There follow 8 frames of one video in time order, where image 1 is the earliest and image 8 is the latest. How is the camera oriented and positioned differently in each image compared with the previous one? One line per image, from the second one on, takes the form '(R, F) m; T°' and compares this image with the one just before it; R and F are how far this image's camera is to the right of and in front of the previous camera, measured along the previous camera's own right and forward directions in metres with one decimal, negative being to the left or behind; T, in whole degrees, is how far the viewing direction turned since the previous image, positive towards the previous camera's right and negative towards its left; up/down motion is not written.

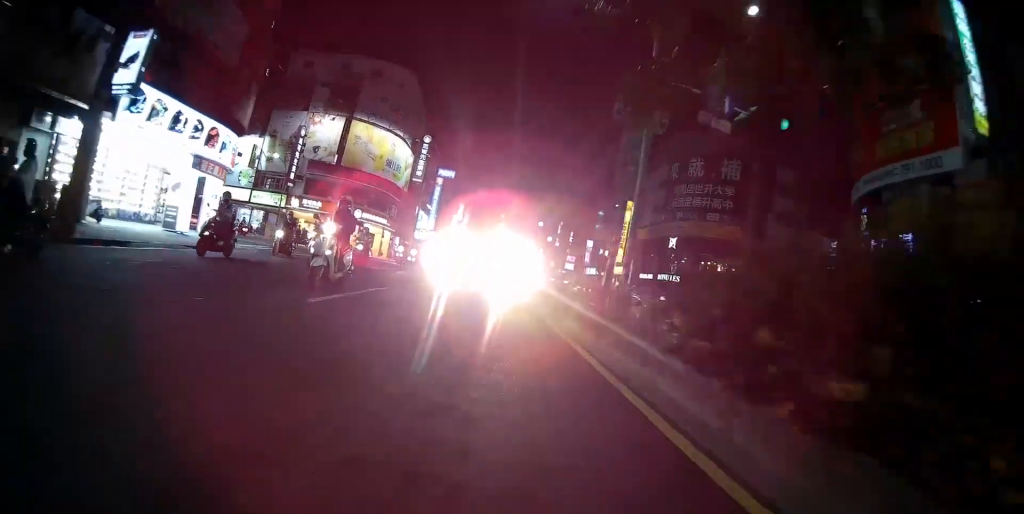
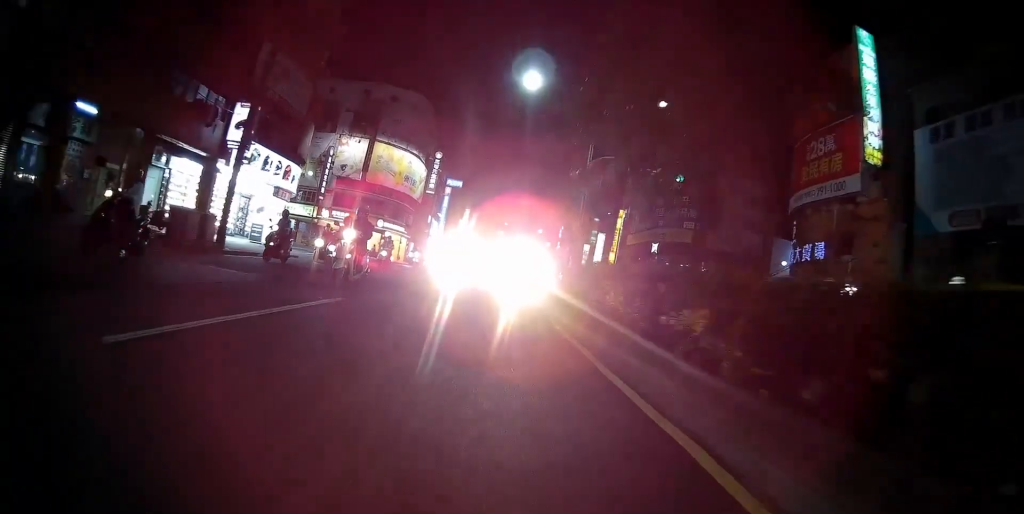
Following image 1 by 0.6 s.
(0.0, +7.9) m; -2°
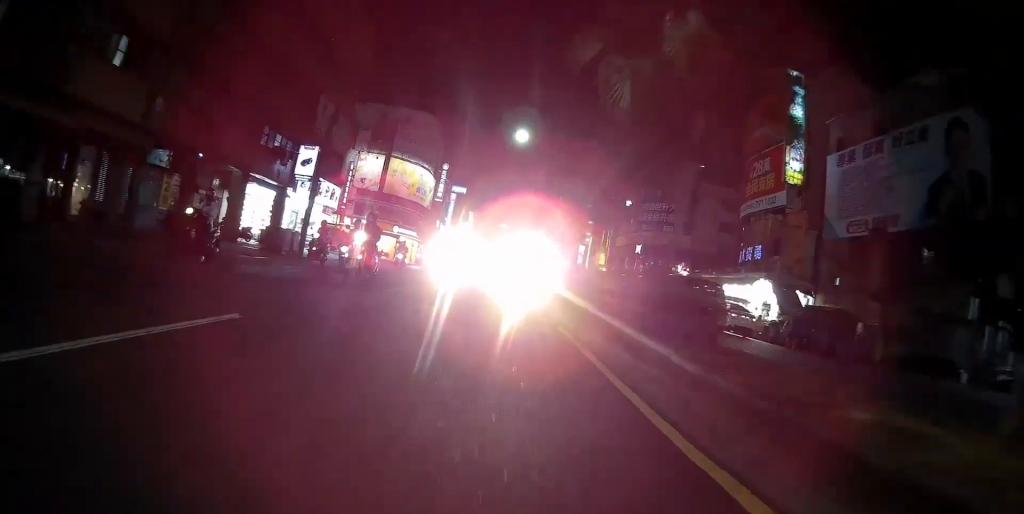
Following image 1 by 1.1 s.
(+0.1, +7.5) m; -1°
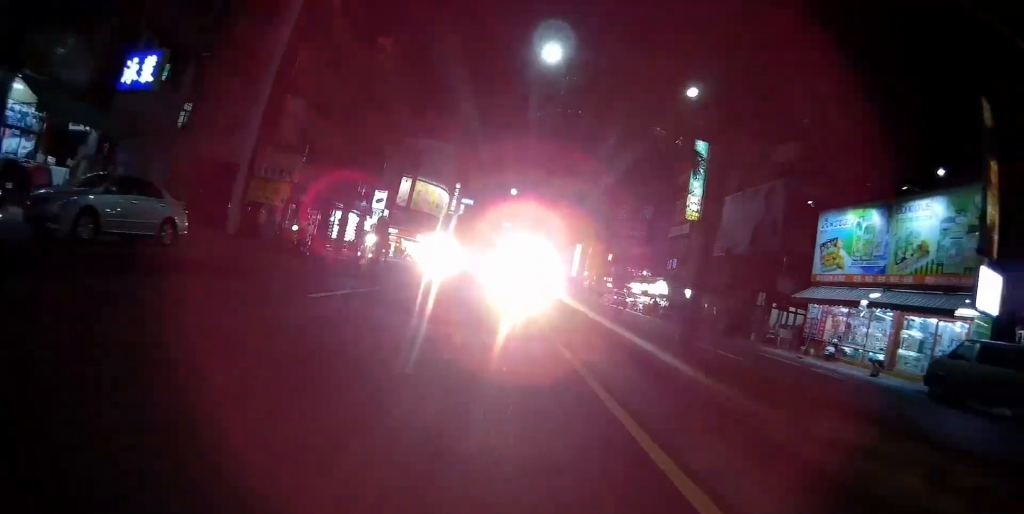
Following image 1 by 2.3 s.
(-0.4, +17.0) m; 0°
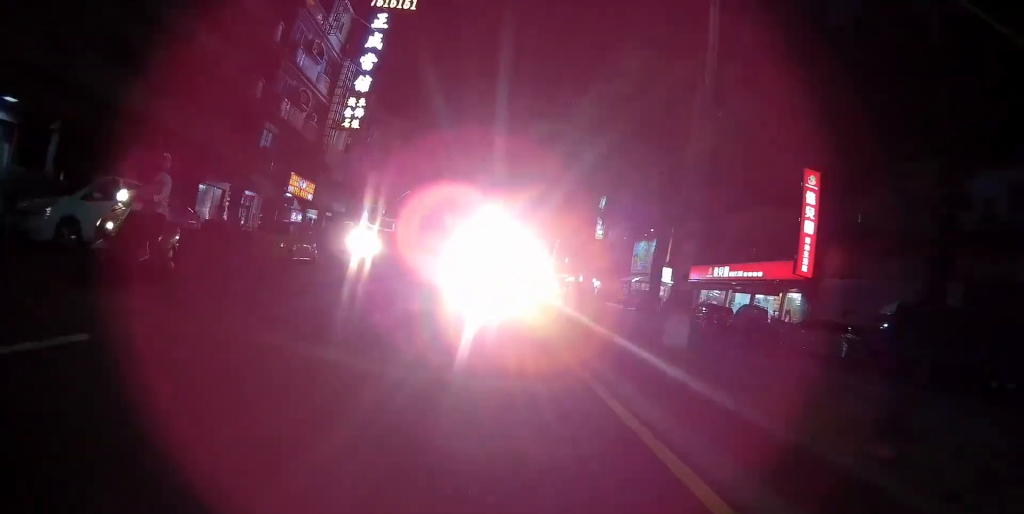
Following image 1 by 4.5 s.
(+0.3, +33.2) m; +2°
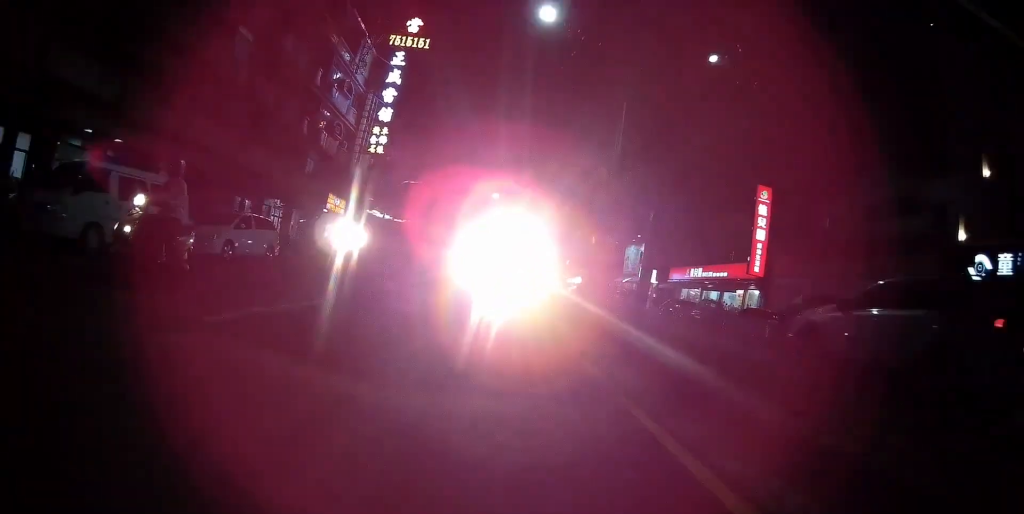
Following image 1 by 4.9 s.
(+0.1, +5.9) m; +1°
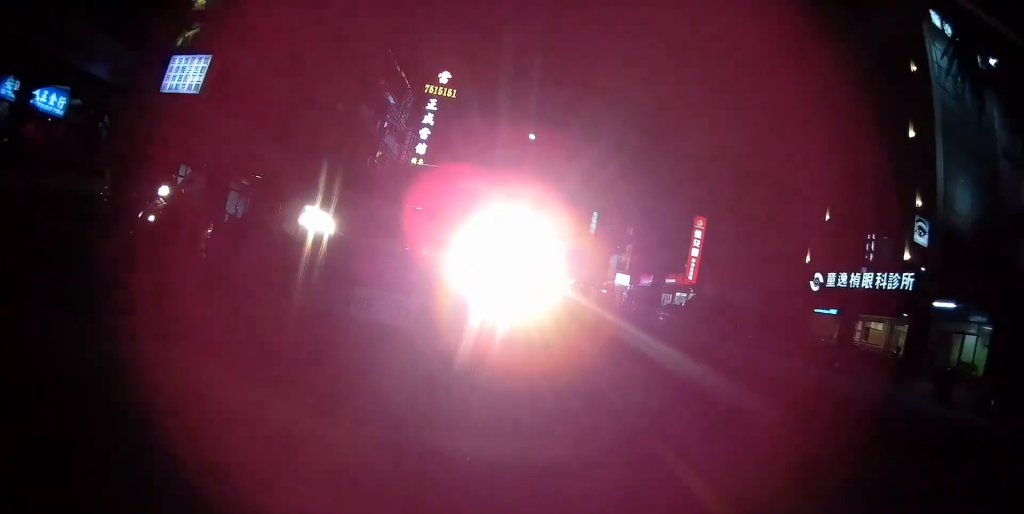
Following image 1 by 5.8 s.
(+0.1, +12.6) m; -2°
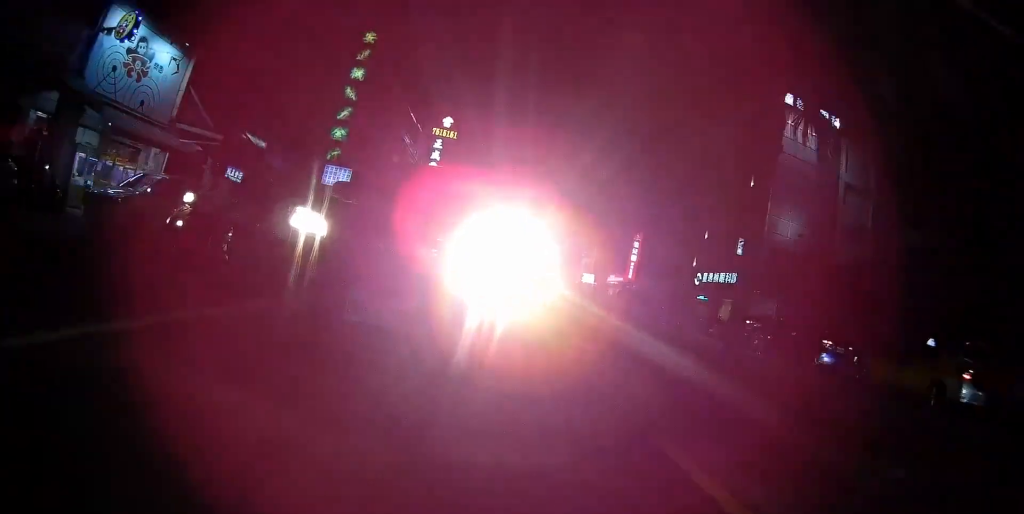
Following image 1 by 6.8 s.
(-0.7, +15.6) m; -1°
